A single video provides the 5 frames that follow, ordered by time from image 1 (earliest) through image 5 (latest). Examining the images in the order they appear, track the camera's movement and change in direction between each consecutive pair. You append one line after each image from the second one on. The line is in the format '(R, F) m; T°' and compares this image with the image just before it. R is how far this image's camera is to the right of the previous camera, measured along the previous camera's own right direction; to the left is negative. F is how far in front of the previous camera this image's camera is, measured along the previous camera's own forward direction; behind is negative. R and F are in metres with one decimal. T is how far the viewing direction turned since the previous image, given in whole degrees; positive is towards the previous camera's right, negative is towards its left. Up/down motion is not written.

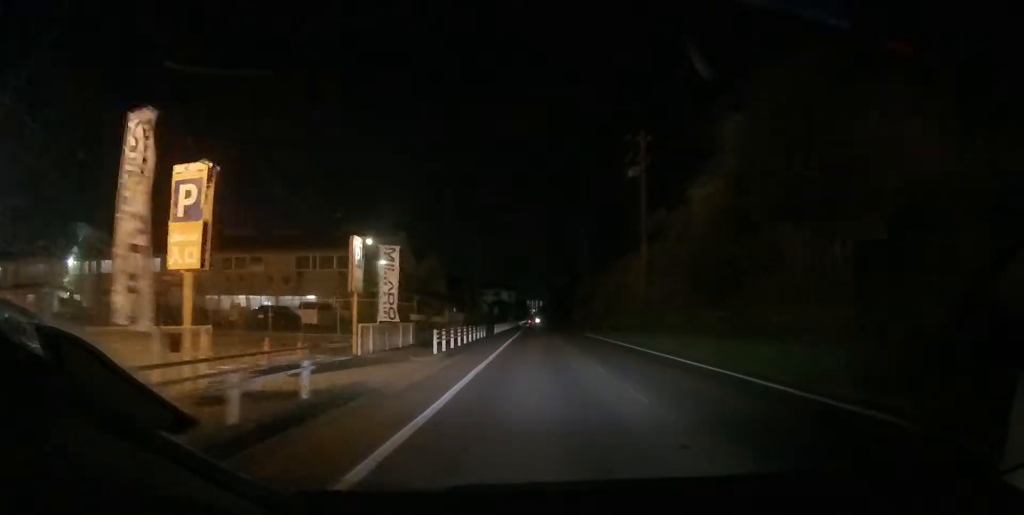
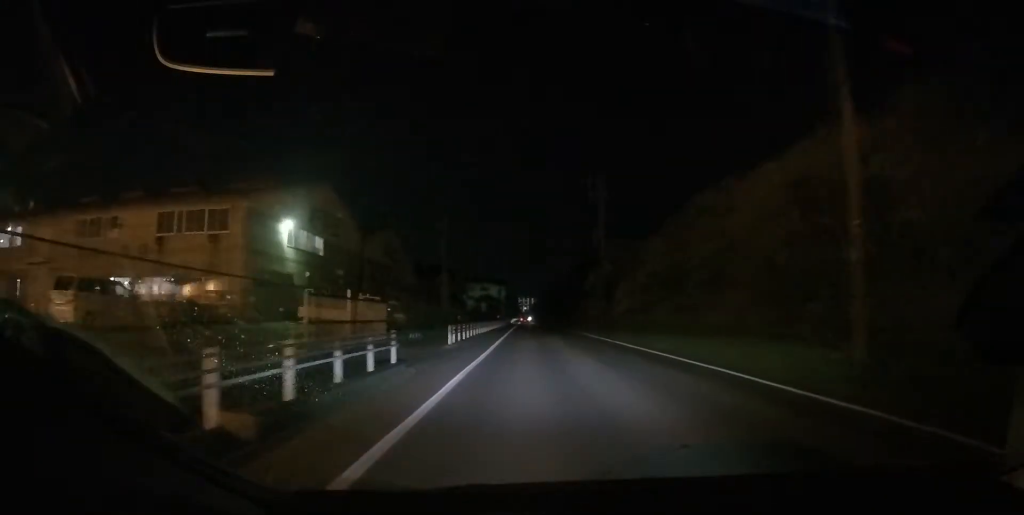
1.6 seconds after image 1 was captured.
(-0.1, +22.3) m; 0°
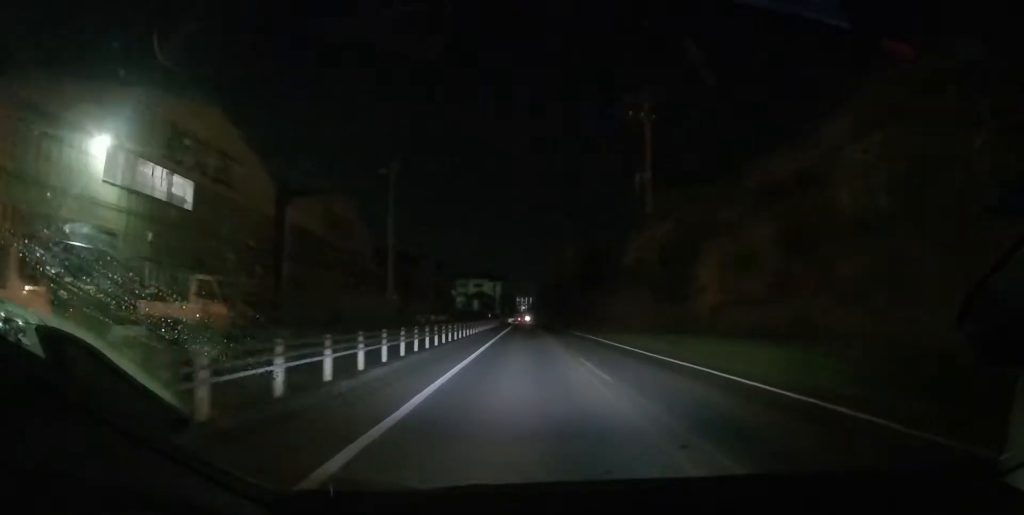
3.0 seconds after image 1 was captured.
(+0.1, +19.5) m; 0°
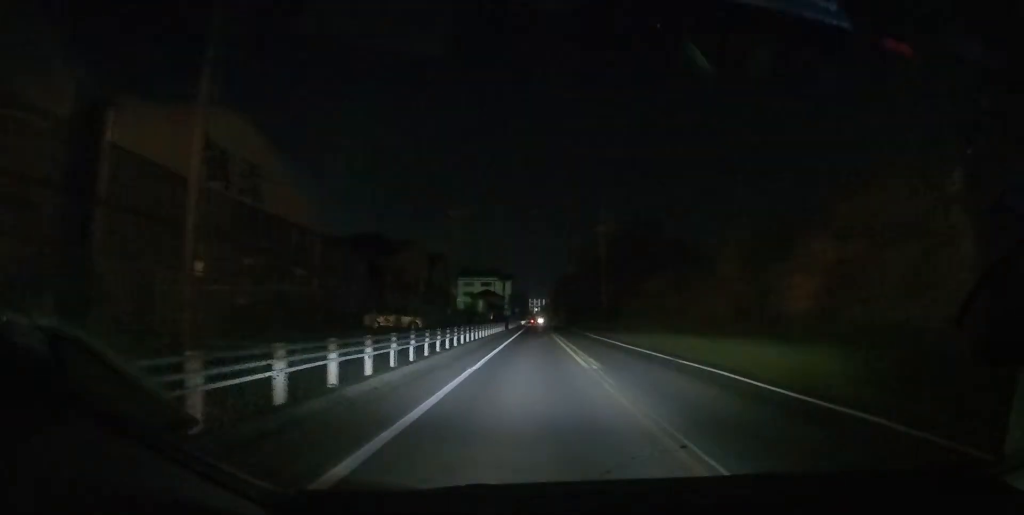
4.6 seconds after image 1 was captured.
(-0.1, +21.7) m; -1°
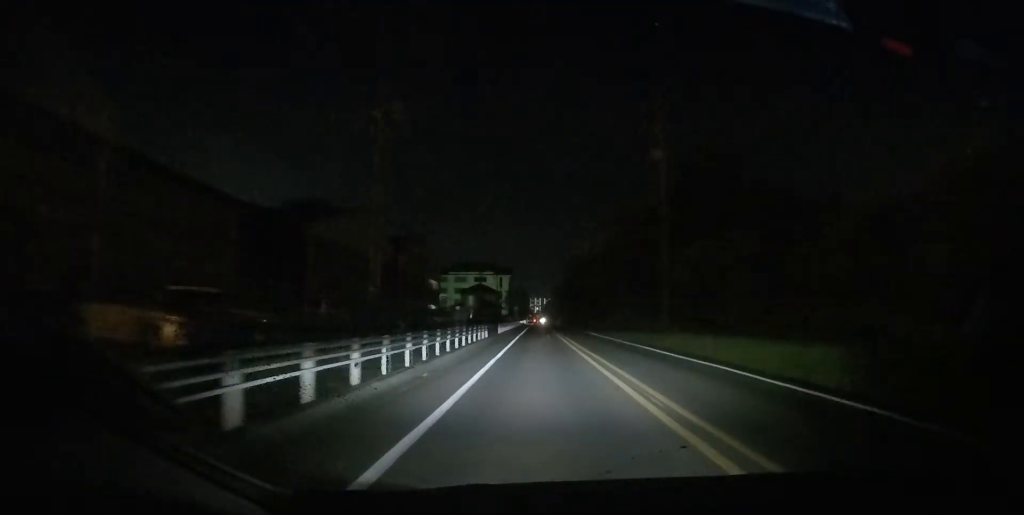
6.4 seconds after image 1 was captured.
(0.0, +23.5) m; 0°
